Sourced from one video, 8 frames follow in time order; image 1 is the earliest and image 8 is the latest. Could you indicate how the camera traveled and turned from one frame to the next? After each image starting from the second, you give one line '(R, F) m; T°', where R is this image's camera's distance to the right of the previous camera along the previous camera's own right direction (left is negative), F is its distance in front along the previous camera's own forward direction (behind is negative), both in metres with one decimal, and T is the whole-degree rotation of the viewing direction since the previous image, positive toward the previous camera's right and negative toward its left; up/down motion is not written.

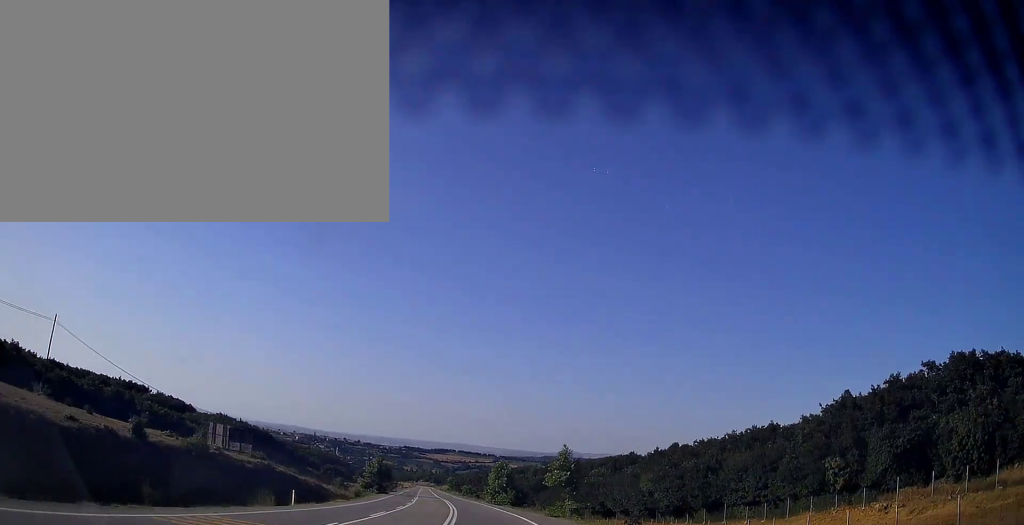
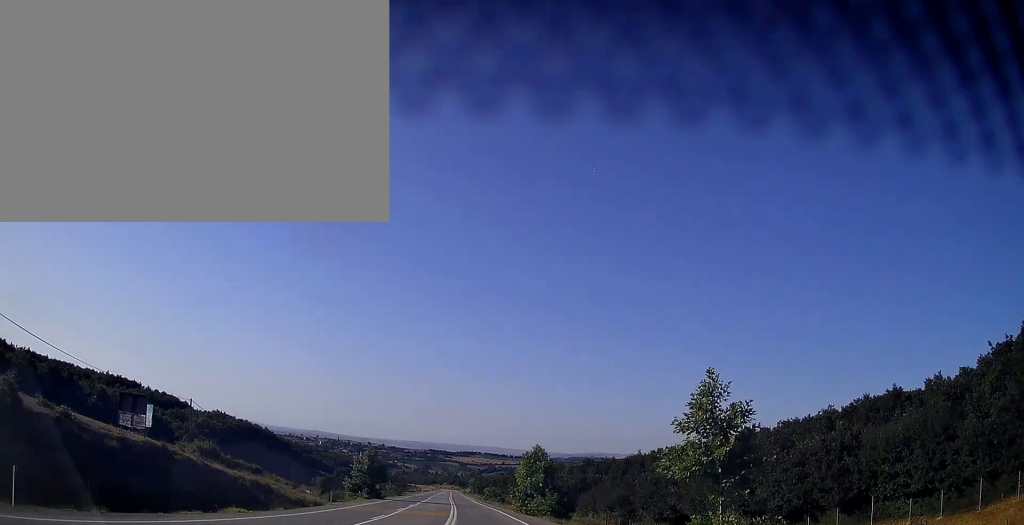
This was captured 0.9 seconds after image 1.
(-0.5, +22.1) m; -3°
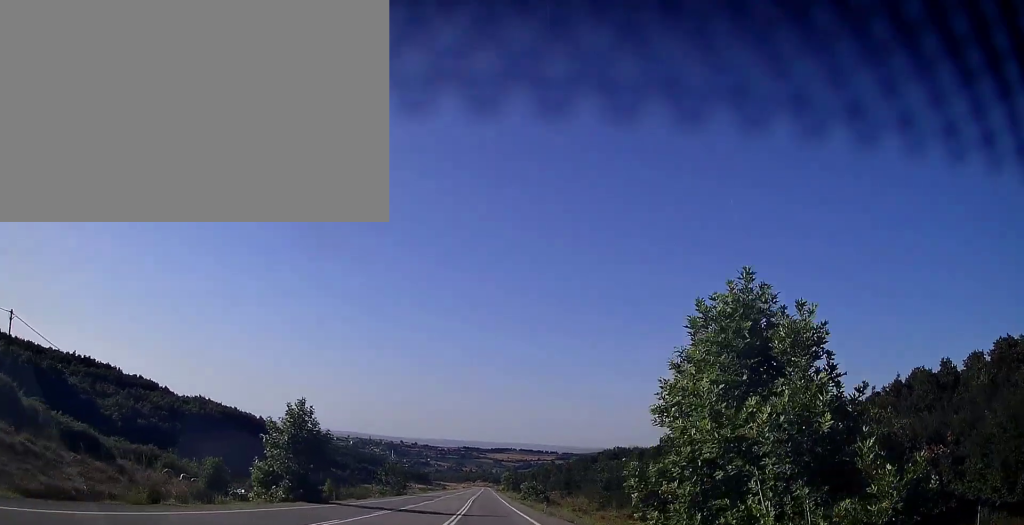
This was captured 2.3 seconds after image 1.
(-1.2, +34.1) m; -4°
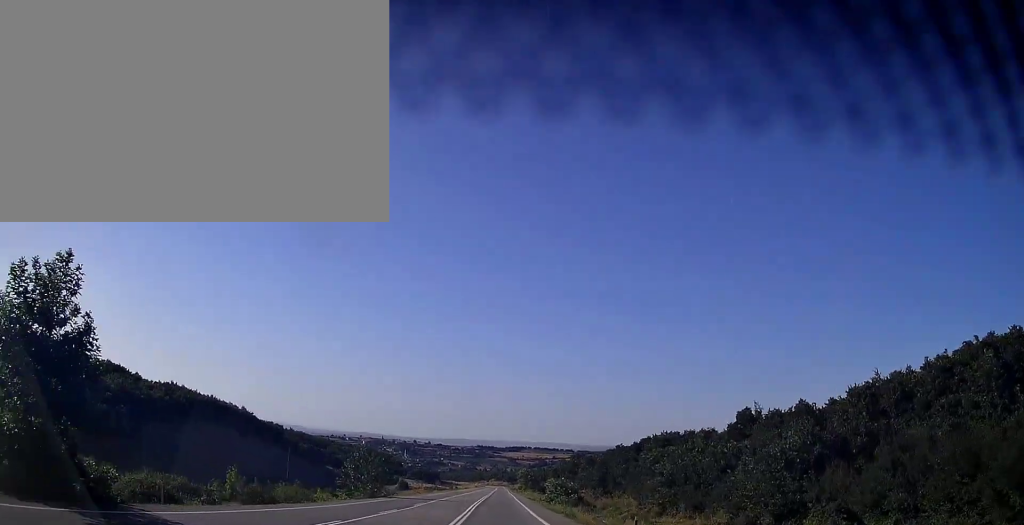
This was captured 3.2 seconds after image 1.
(-0.5, +22.9) m; -1°
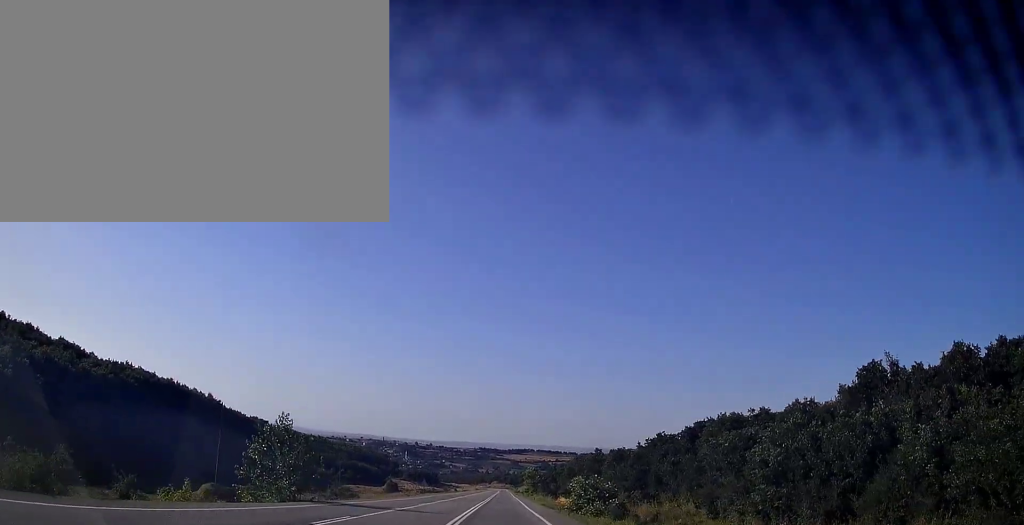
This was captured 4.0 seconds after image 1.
(-0.2, +21.5) m; -1°
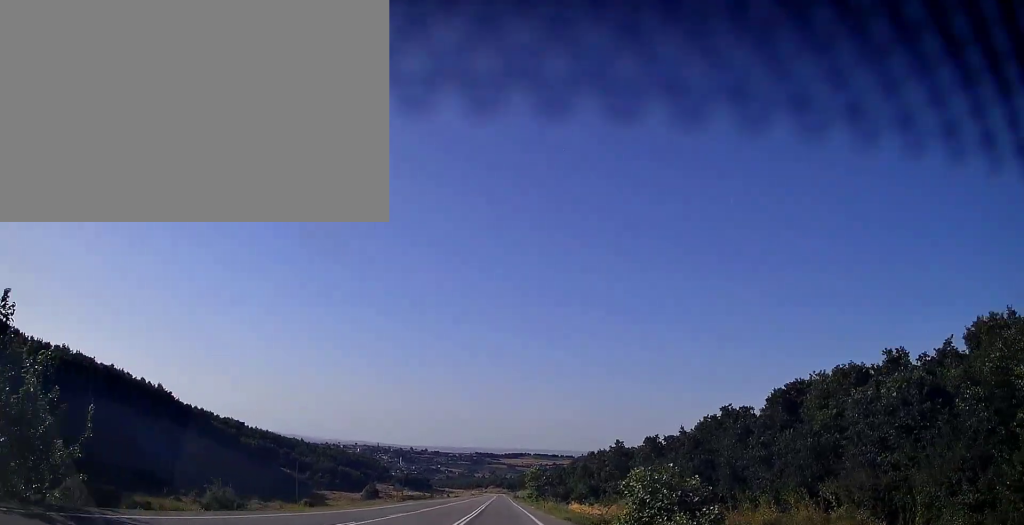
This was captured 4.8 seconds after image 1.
(-0.1, +20.8) m; 0°
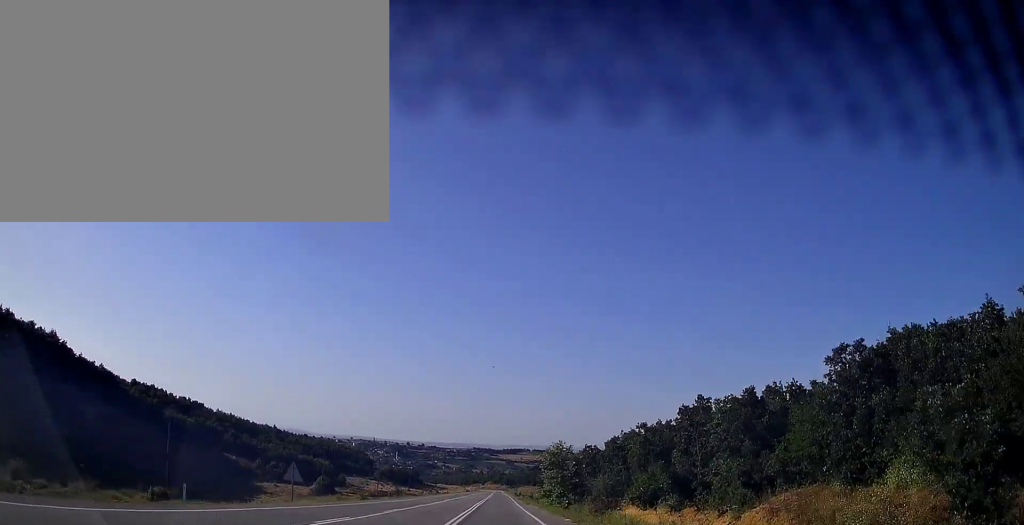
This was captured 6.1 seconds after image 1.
(0.0, +34.4) m; 0°
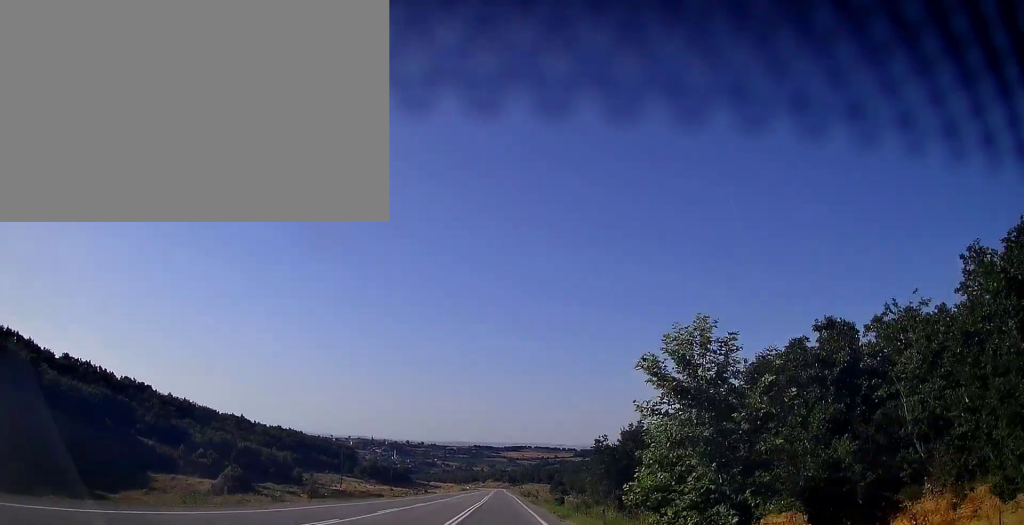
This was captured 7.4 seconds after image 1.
(0.0, +35.0) m; 0°
